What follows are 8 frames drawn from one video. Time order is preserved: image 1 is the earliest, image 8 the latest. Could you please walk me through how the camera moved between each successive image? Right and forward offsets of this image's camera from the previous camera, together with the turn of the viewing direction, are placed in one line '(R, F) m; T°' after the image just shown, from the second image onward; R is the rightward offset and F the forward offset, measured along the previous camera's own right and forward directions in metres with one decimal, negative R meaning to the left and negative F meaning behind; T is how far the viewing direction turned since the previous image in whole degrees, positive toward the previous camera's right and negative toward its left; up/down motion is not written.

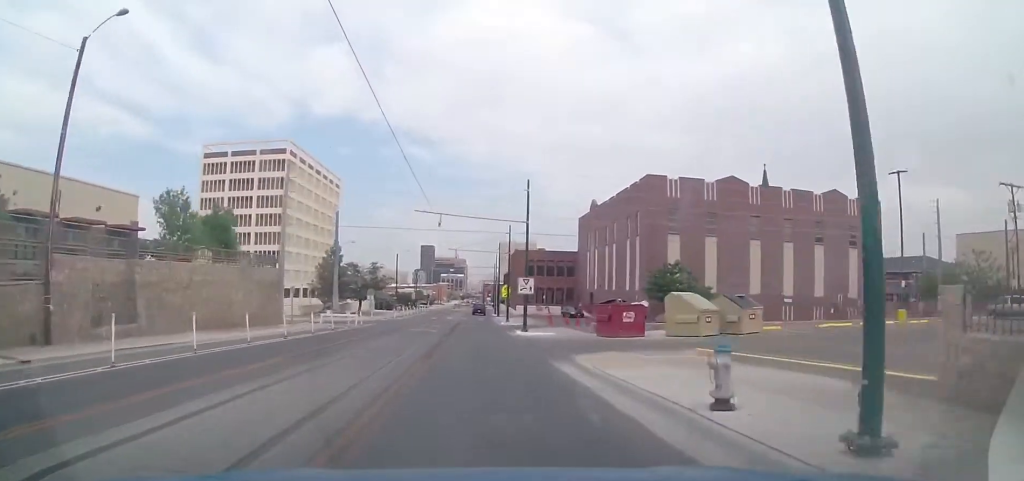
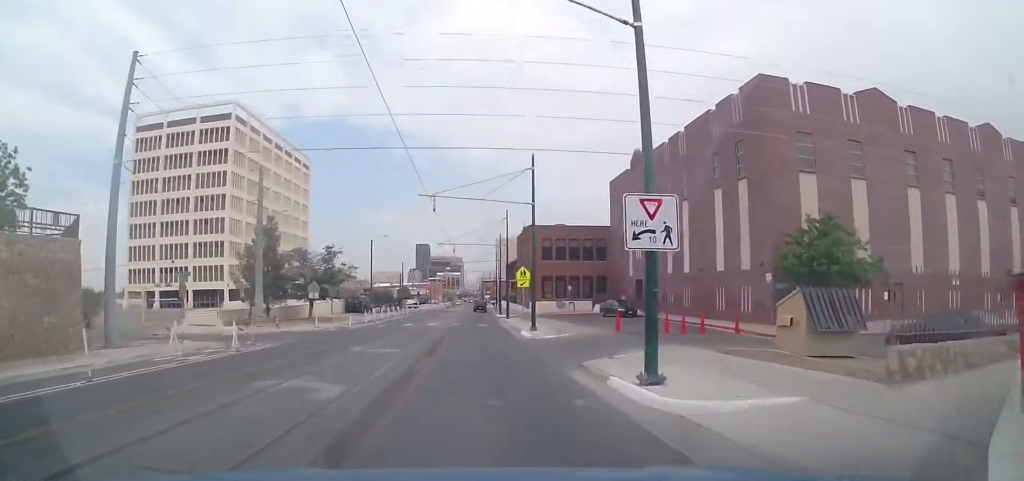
(+0.4, +24.0) m; +2°
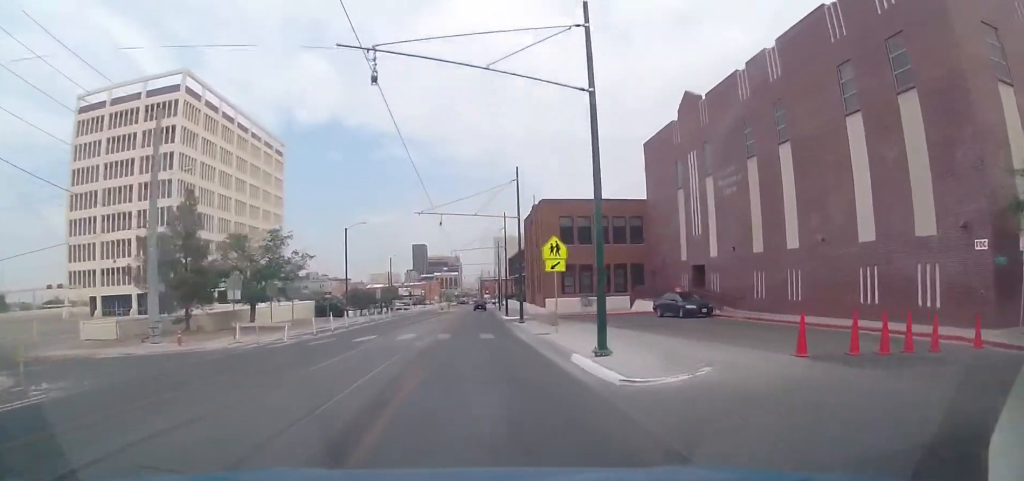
(+0.2, +15.5) m; 0°
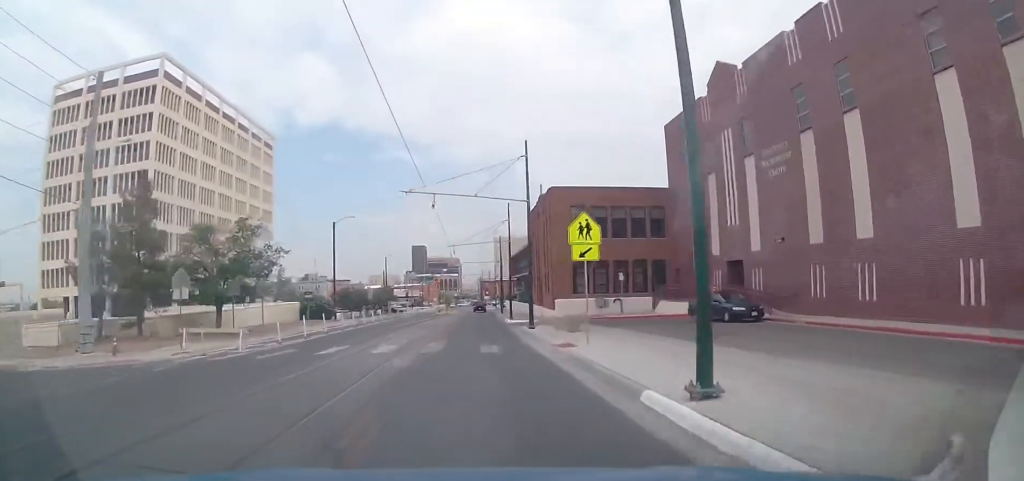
(+0.1, +6.0) m; 0°
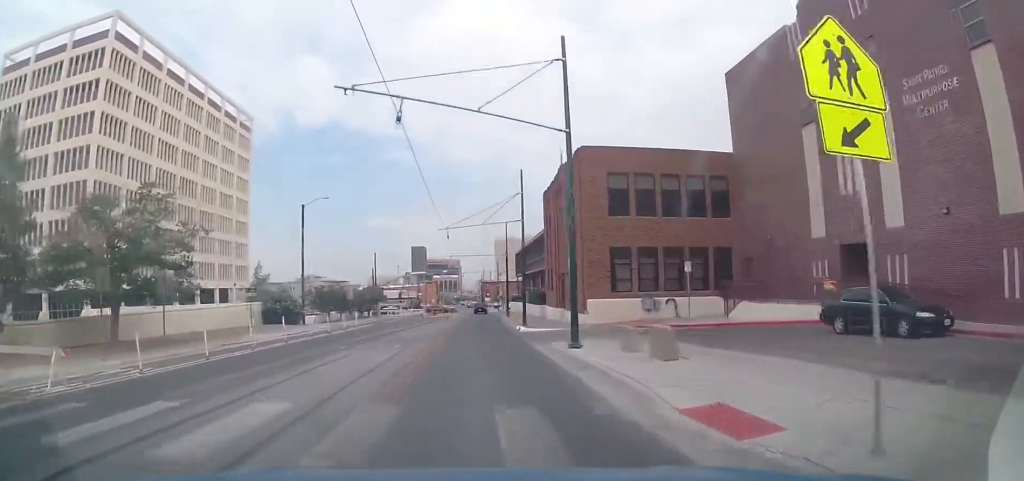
(-0.3, +11.7) m; +2°
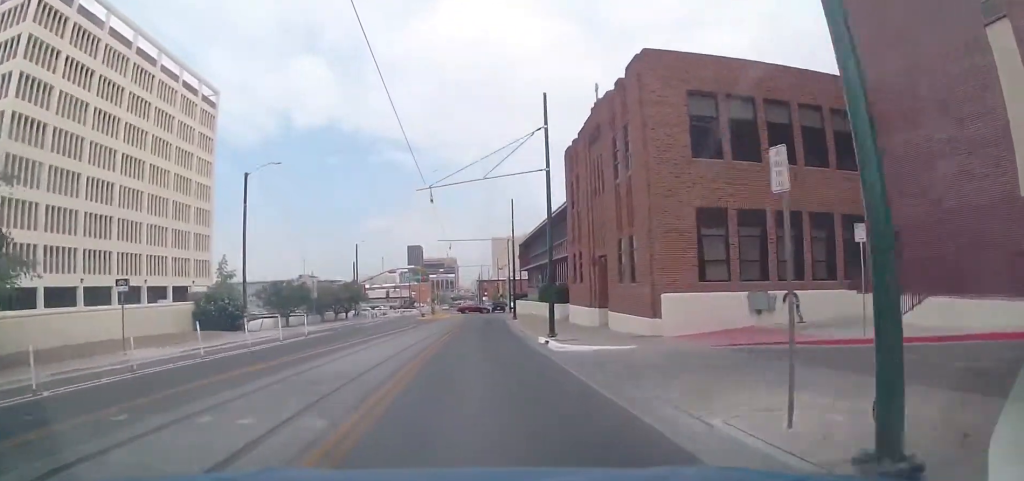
(+0.6, +12.5) m; +2°
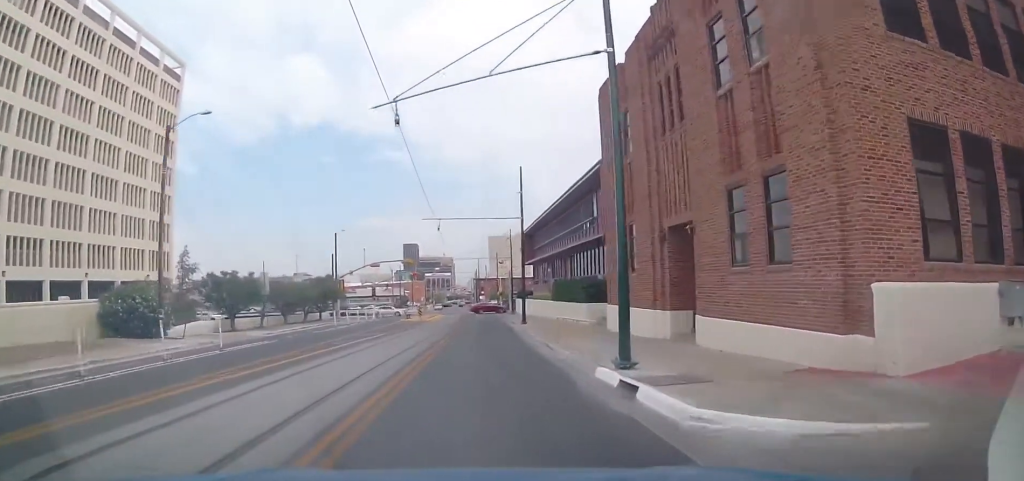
(+0.1, +10.3) m; 0°
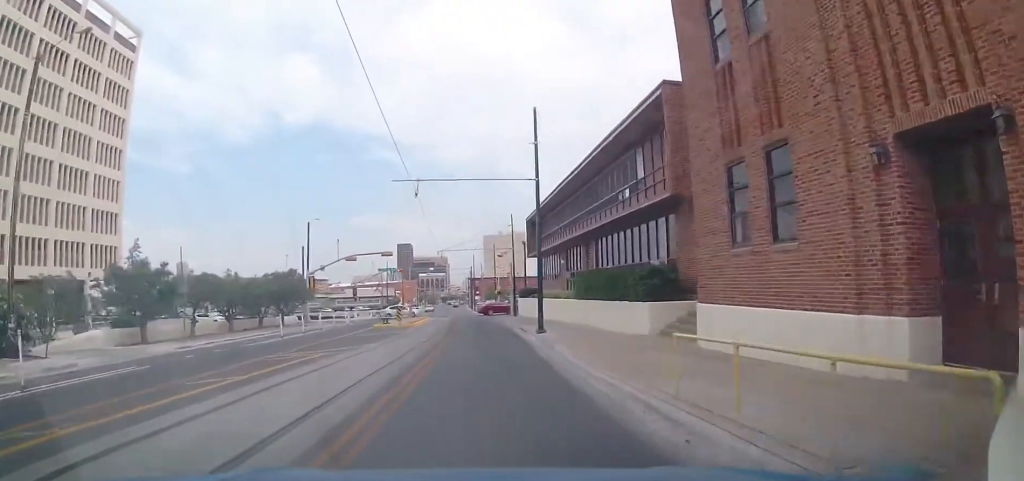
(-0.2, +10.2) m; 0°
